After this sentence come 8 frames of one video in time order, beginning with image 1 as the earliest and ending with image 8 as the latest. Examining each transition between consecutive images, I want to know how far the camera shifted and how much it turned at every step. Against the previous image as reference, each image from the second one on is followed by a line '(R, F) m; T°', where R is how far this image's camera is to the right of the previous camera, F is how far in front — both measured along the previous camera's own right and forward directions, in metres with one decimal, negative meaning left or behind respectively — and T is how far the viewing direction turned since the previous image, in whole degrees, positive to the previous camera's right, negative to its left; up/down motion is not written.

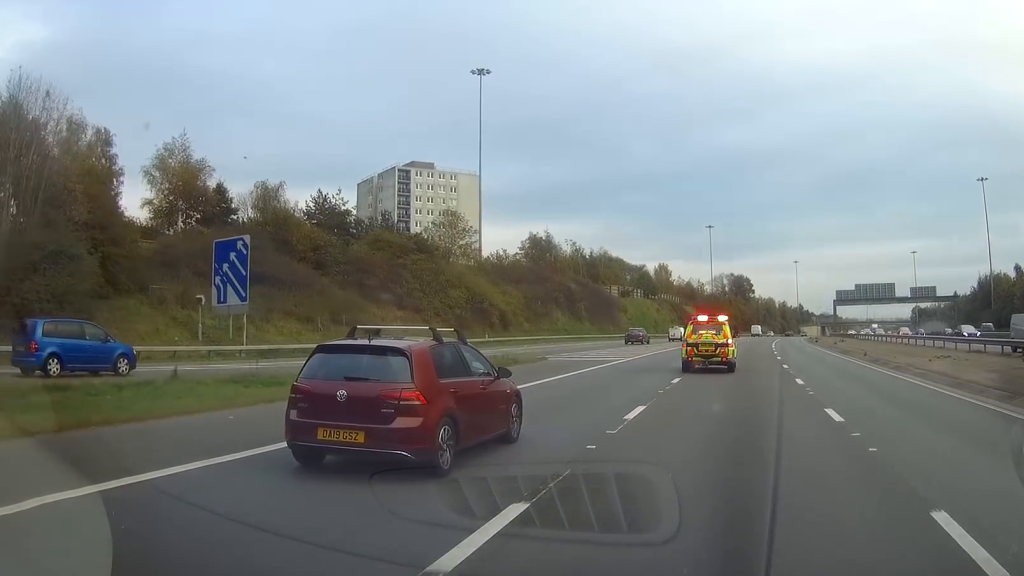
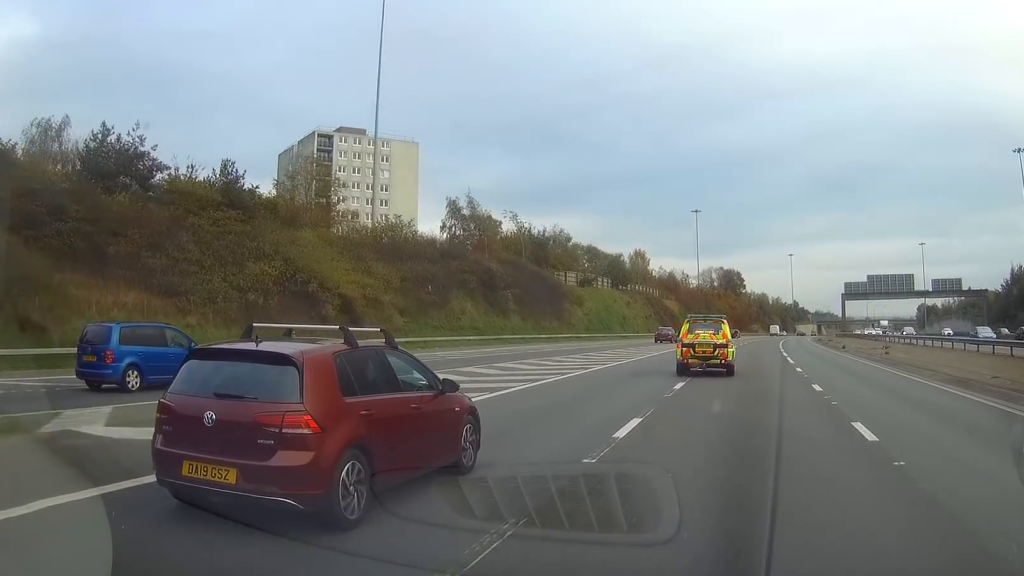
(+0.3, +27.5) m; +1°
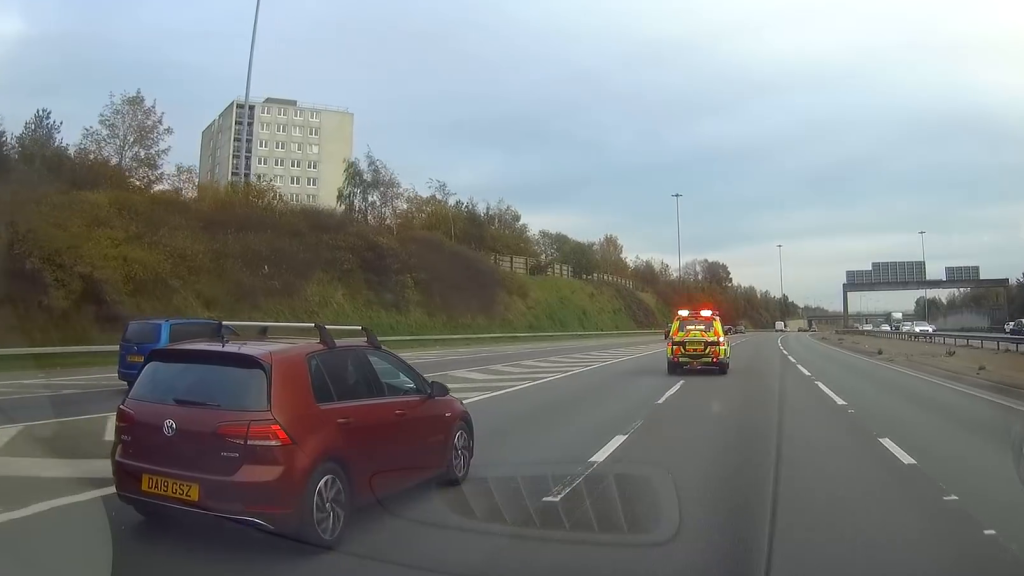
(+0.2, +18.4) m; +1°
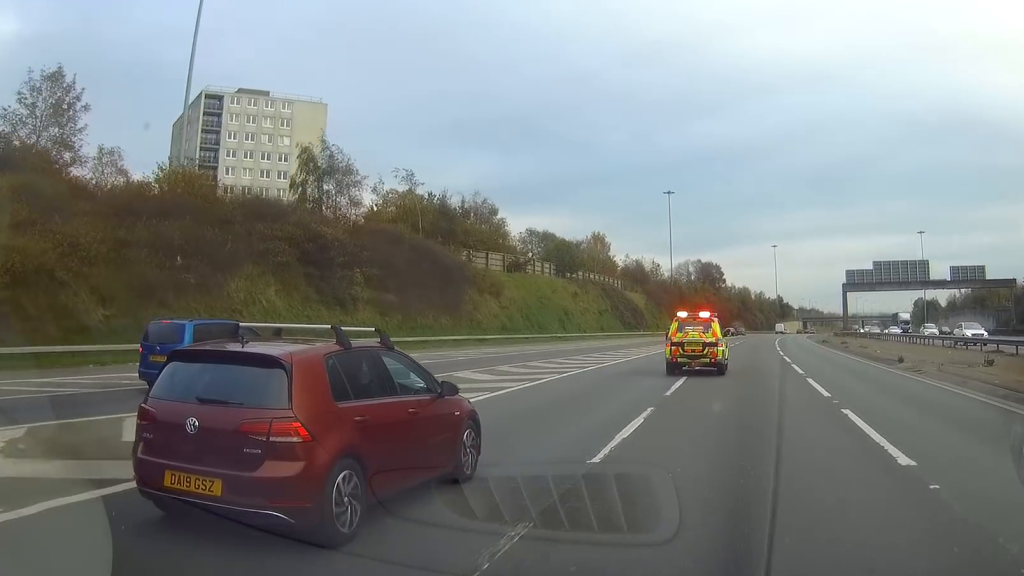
(0.0, +6.5) m; +1°
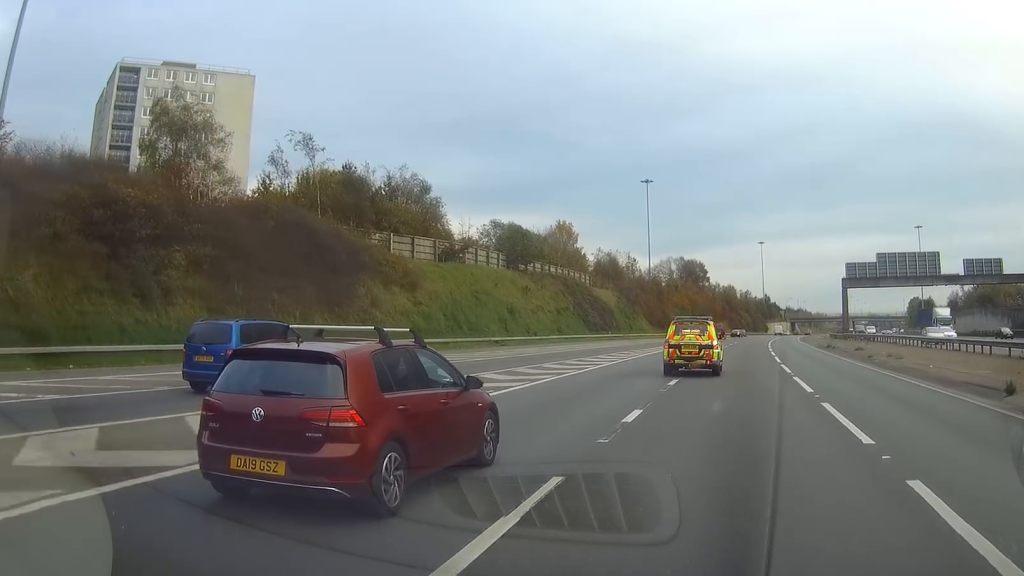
(+0.3, +15.8) m; +2°
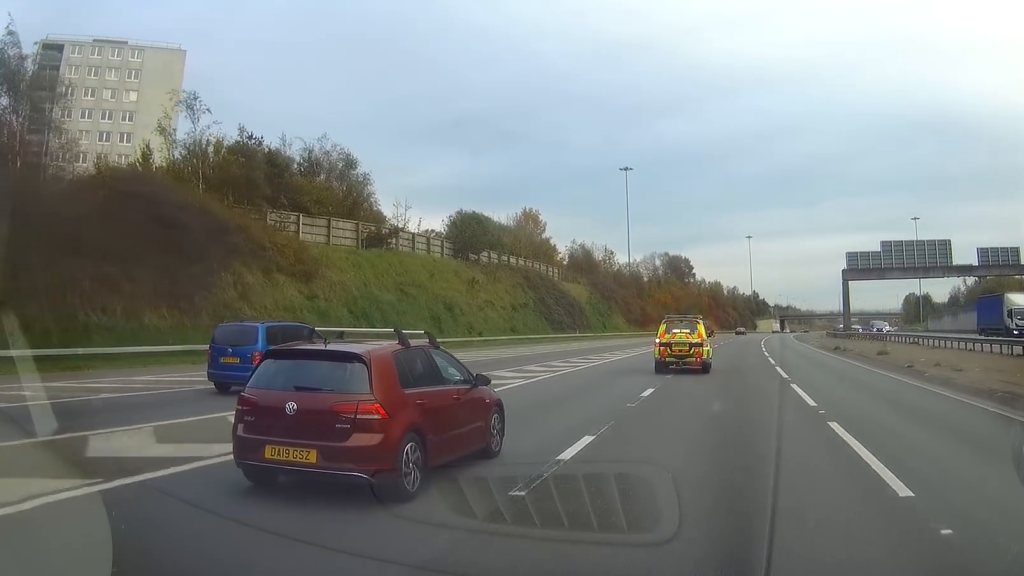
(+0.2, +12.5) m; +1°
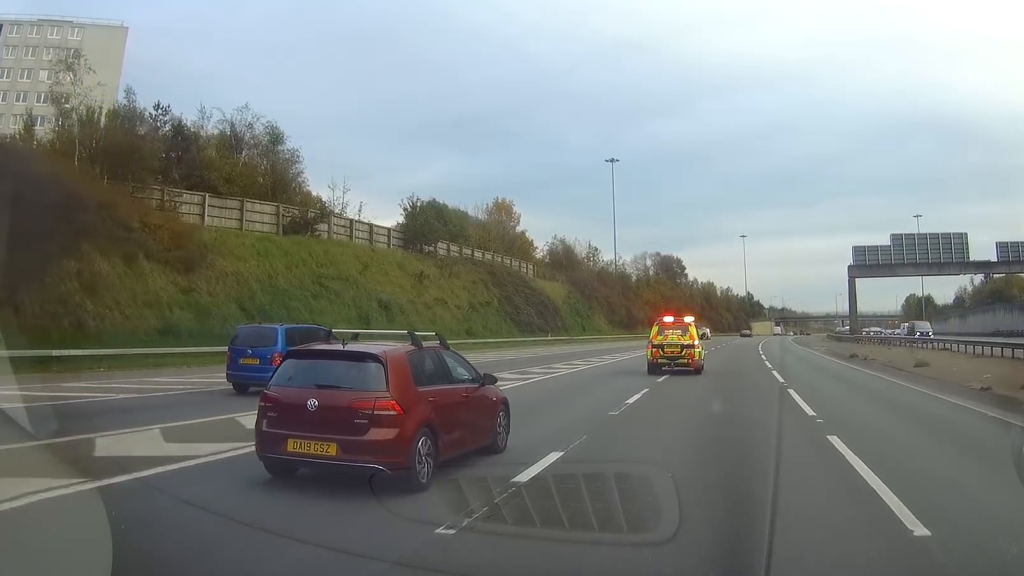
(0.0, +10.3) m; 0°
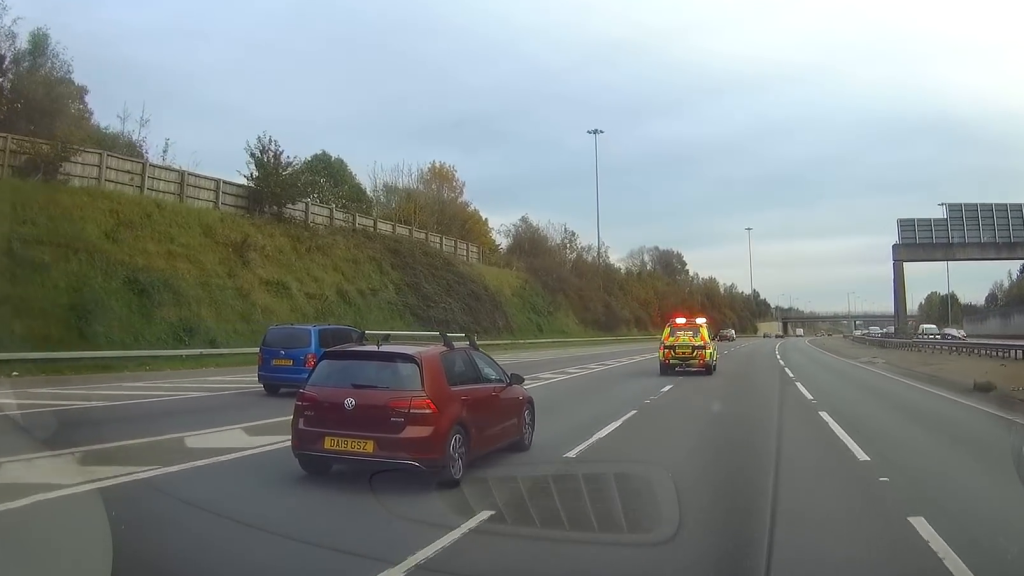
(-0.2, +23.5) m; 0°
